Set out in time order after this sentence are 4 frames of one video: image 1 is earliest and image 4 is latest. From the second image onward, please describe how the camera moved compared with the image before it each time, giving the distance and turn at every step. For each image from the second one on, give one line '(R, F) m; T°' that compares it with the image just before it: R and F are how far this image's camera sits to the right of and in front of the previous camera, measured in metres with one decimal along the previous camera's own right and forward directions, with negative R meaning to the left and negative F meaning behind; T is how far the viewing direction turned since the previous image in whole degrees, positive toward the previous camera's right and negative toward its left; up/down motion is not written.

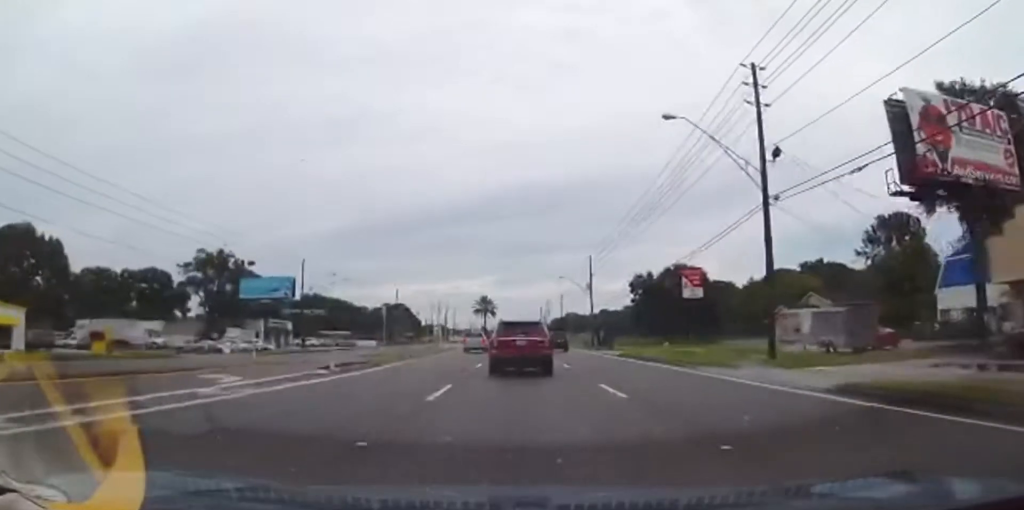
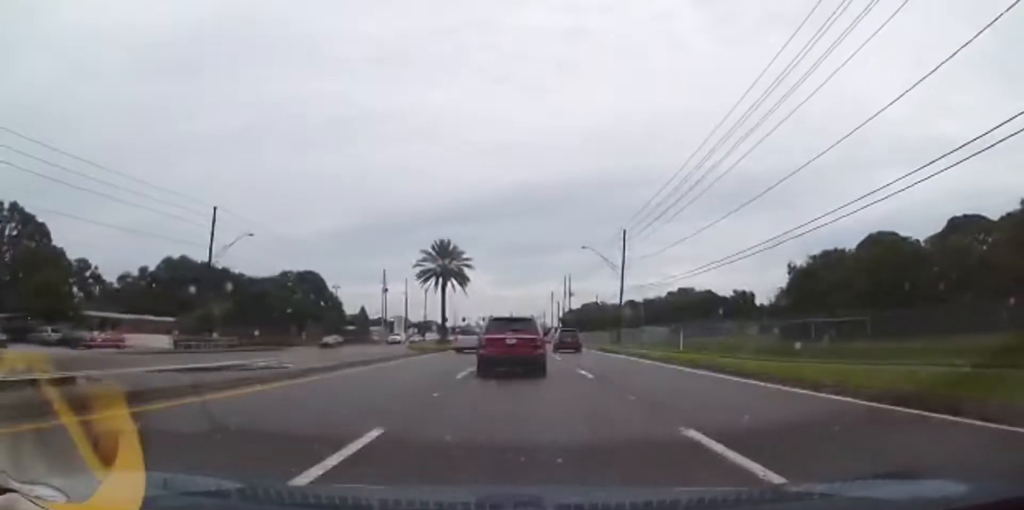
(-0.1, +79.2) m; -1°
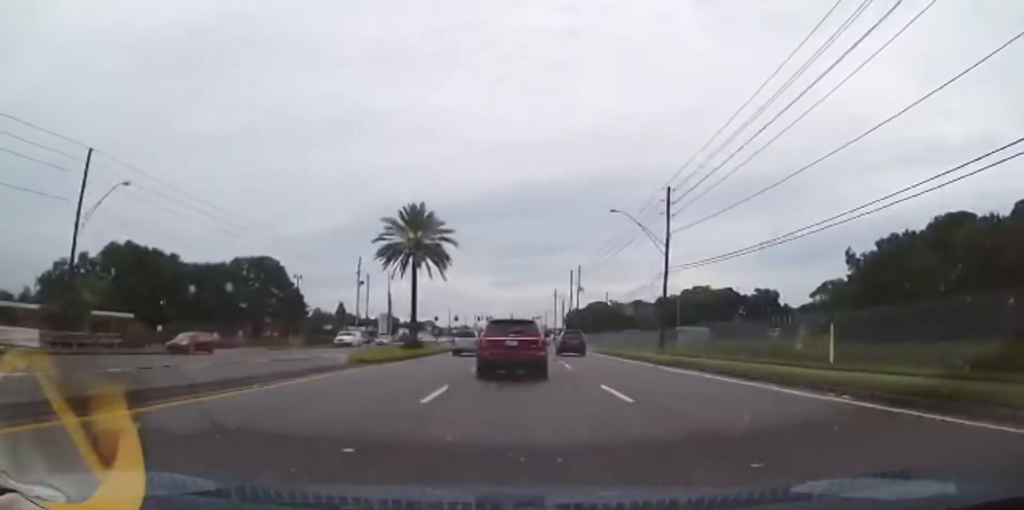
(0.0, +18.1) m; 0°
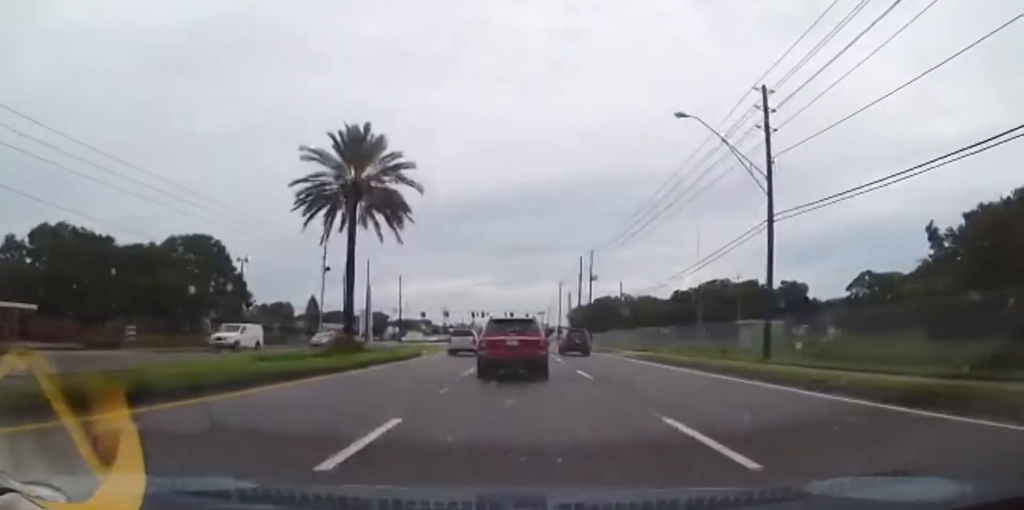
(0.0, +17.8) m; 0°
